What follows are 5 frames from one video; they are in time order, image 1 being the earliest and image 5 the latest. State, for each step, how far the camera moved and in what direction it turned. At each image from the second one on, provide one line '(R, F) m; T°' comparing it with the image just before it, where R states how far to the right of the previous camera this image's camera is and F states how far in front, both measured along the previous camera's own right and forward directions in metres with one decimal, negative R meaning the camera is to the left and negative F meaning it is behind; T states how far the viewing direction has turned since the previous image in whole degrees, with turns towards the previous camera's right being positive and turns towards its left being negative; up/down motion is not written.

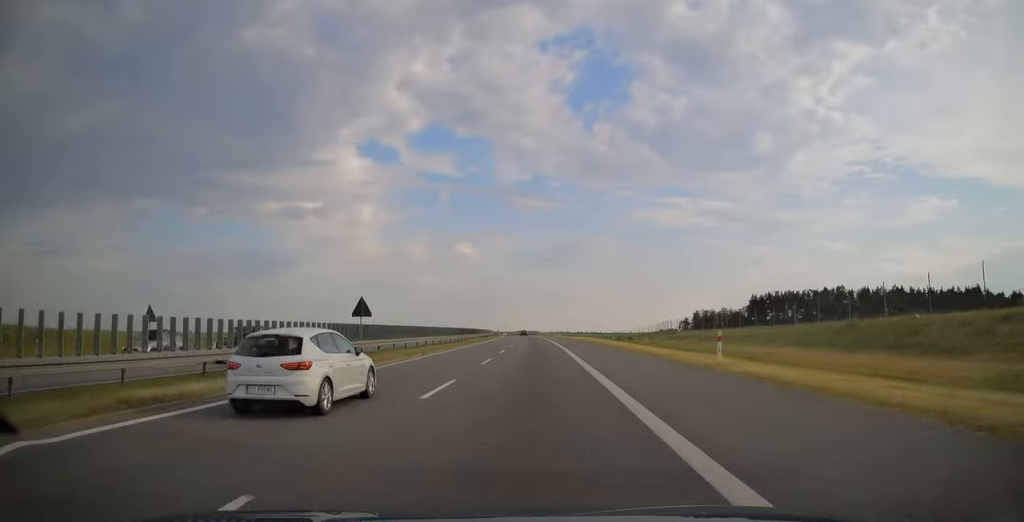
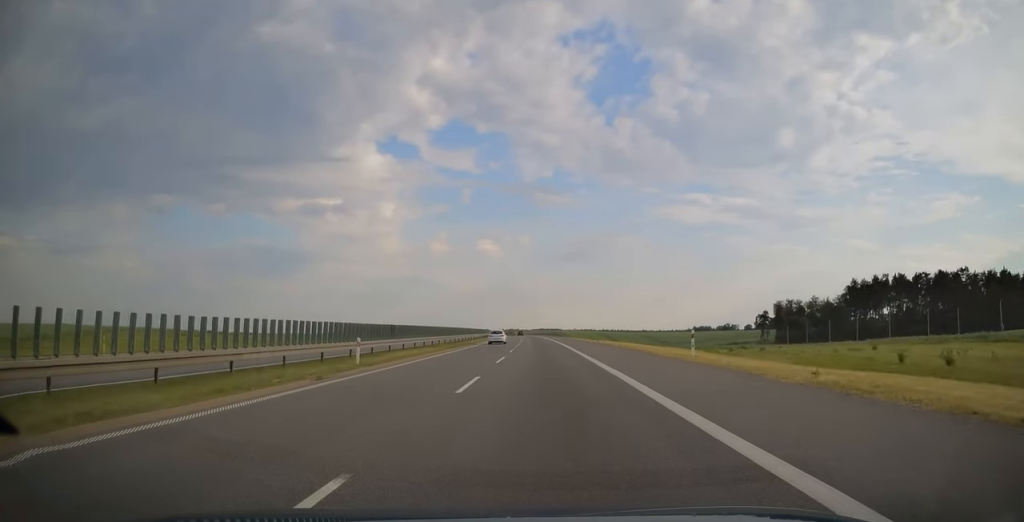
(-2.1, +95.3) m; -3°
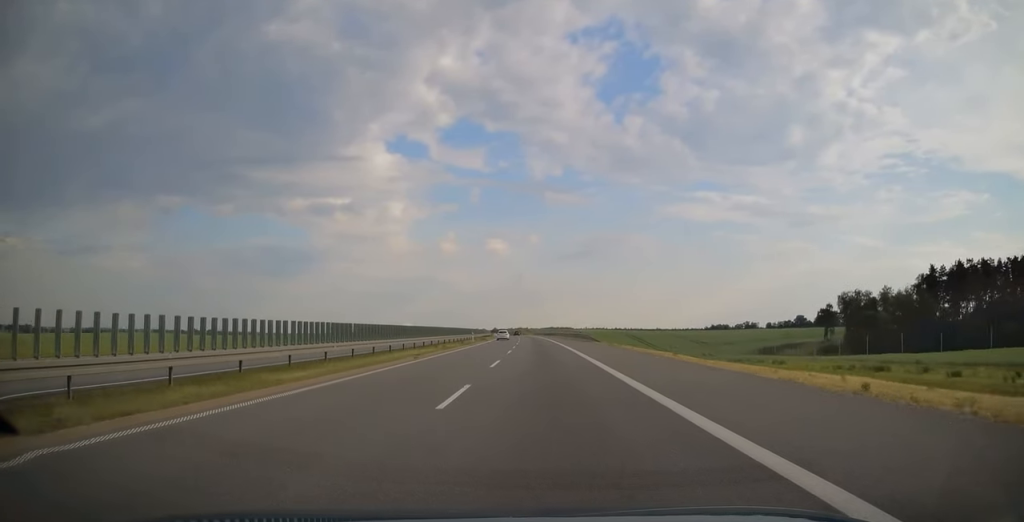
(-0.5, +51.3) m; -1°
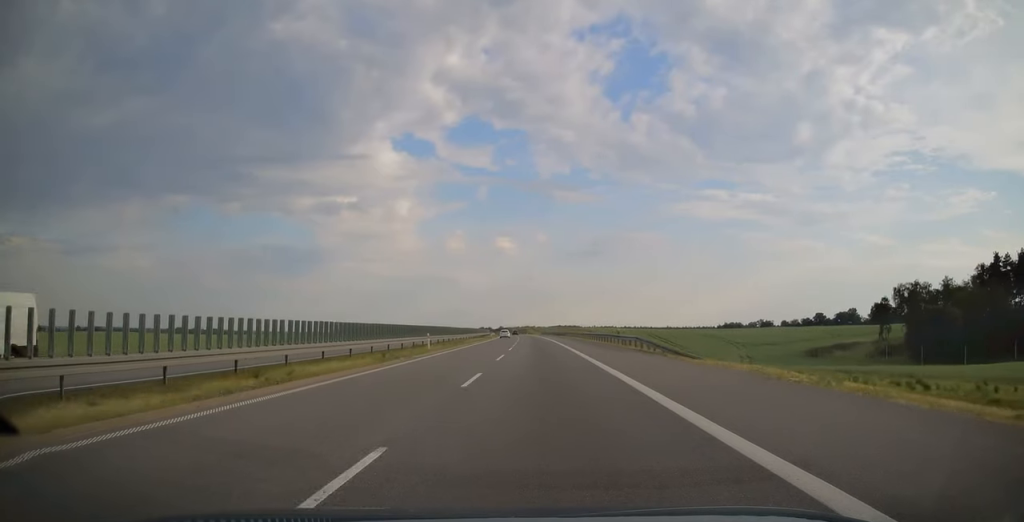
(-0.1, +32.3) m; -1°
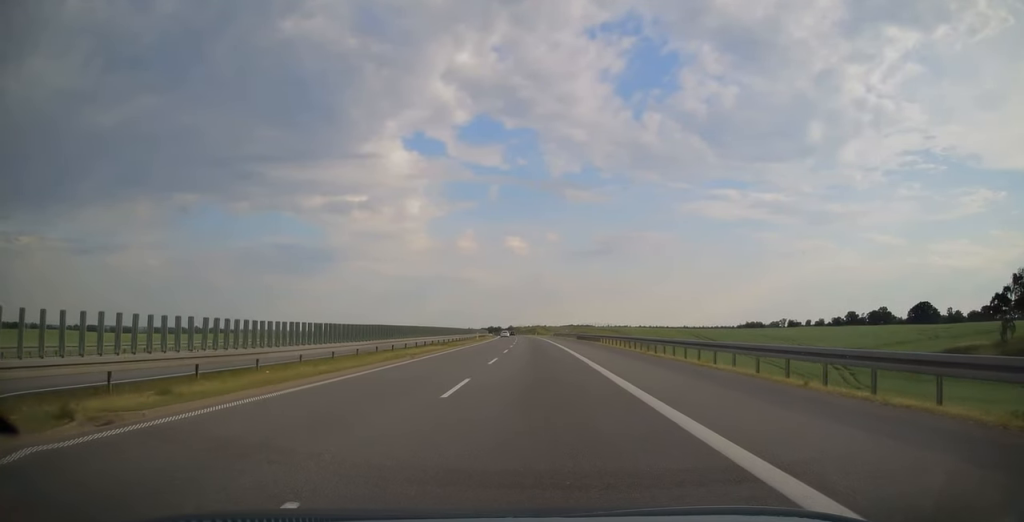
(-0.4, +50.3) m; -1°
